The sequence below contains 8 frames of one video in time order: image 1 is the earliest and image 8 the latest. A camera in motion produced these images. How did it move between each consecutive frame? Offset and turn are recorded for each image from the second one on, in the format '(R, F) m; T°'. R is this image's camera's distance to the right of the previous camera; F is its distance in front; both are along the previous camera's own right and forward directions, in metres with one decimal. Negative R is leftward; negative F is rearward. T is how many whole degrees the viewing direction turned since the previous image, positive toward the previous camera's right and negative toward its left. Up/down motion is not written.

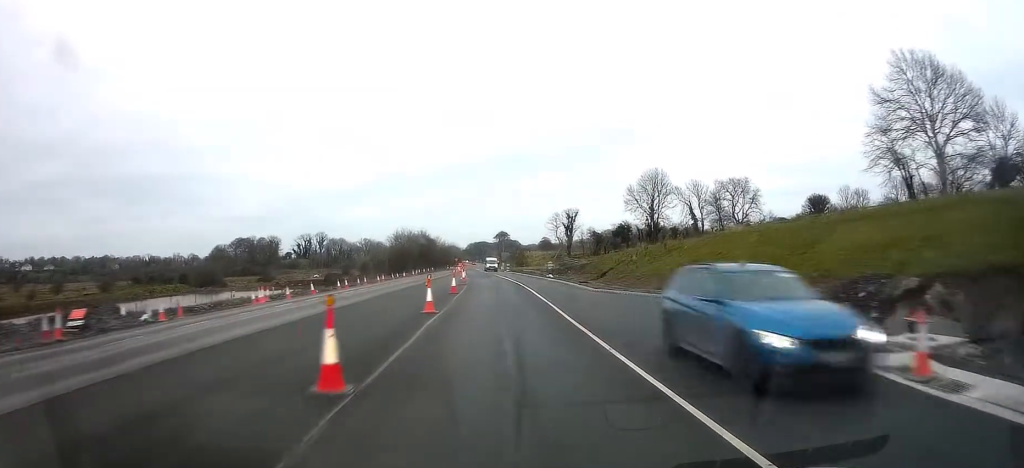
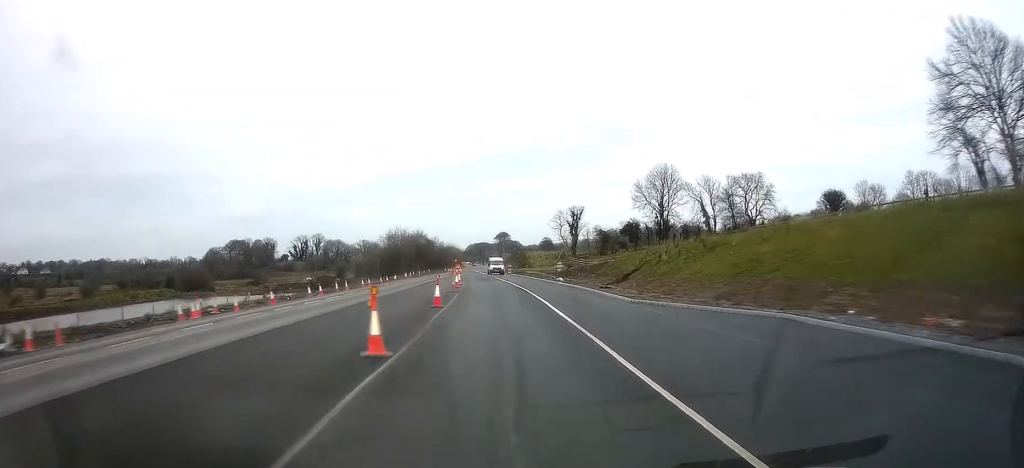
(0.0, +7.9) m; 0°
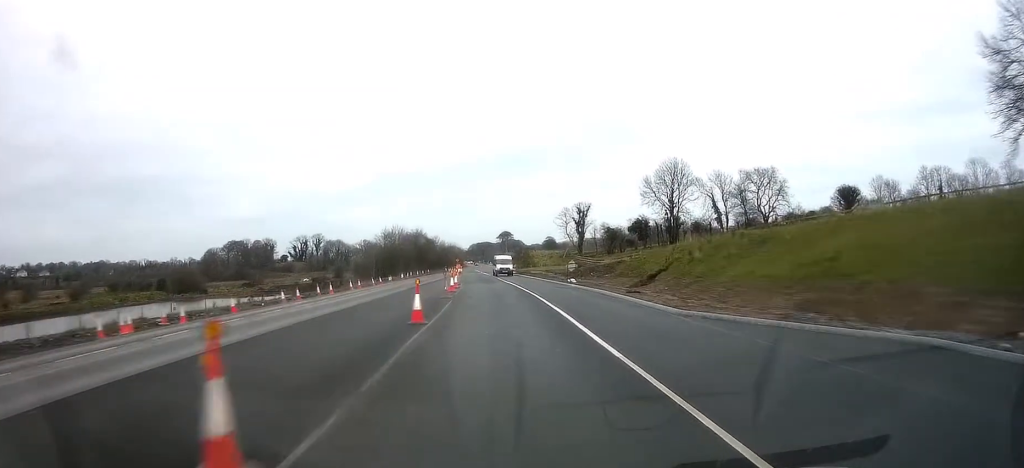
(0.0, +5.9) m; 0°
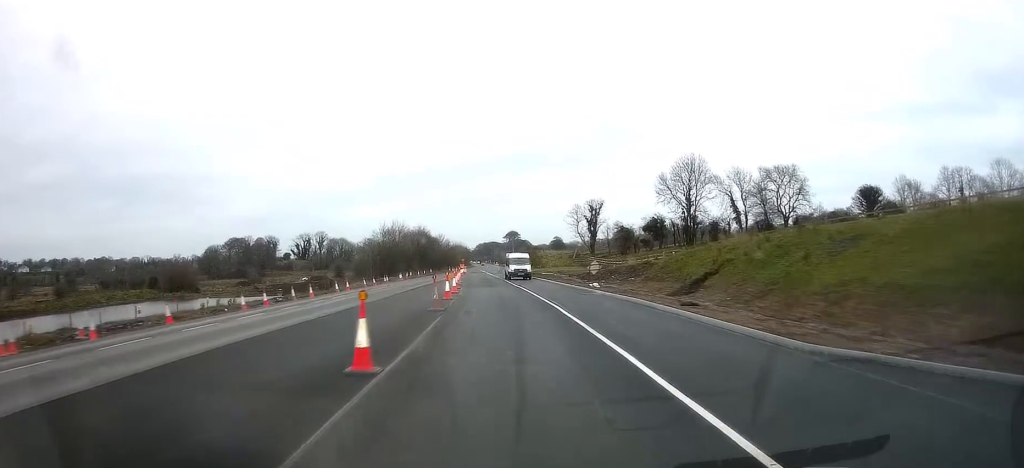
(0.0, +6.8) m; 0°
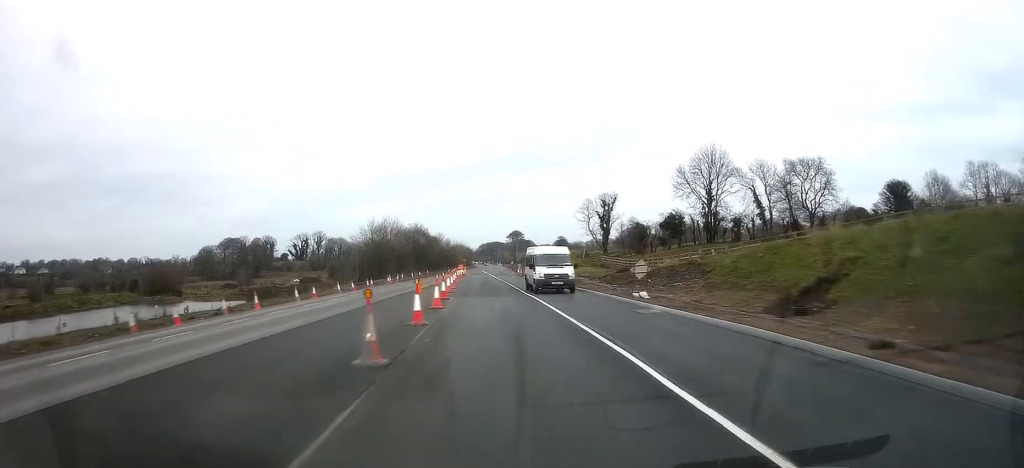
(0.0, +10.1) m; -1°
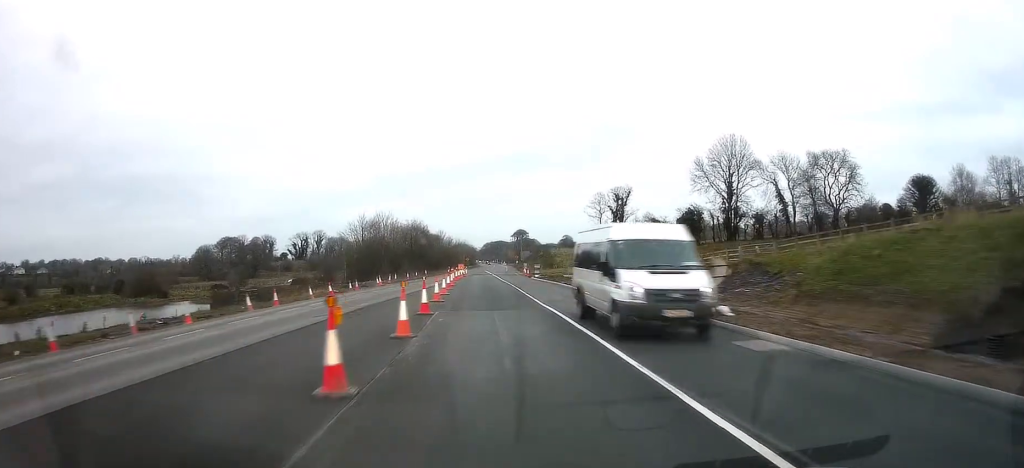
(-0.1, +7.8) m; -1°
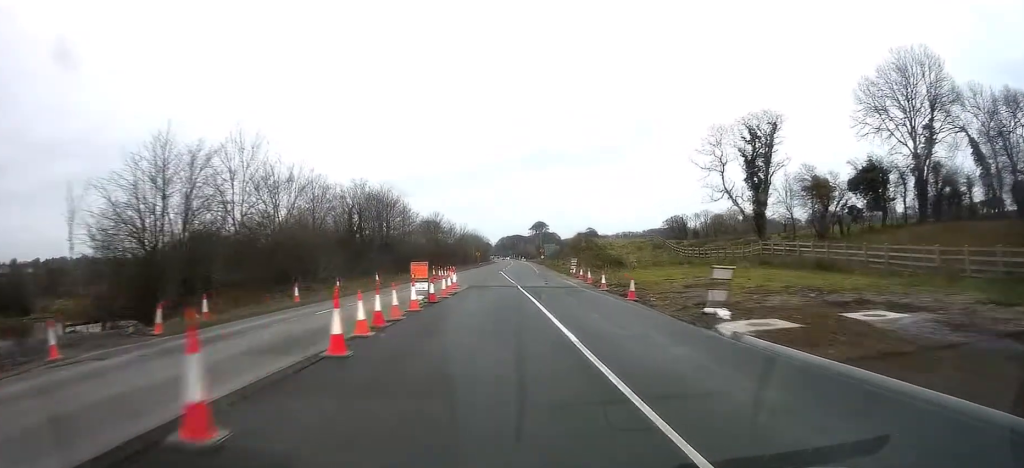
(-0.6, +46.9) m; -2°
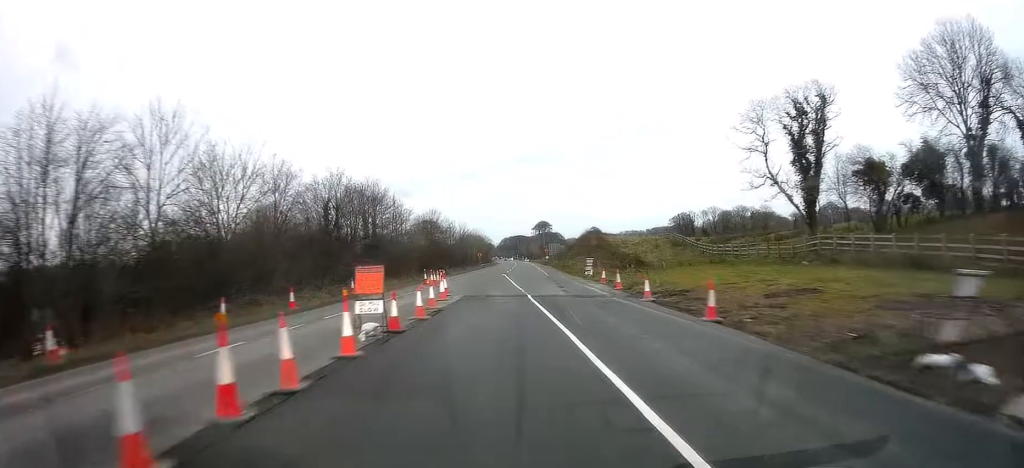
(0.0, +8.3) m; 0°
